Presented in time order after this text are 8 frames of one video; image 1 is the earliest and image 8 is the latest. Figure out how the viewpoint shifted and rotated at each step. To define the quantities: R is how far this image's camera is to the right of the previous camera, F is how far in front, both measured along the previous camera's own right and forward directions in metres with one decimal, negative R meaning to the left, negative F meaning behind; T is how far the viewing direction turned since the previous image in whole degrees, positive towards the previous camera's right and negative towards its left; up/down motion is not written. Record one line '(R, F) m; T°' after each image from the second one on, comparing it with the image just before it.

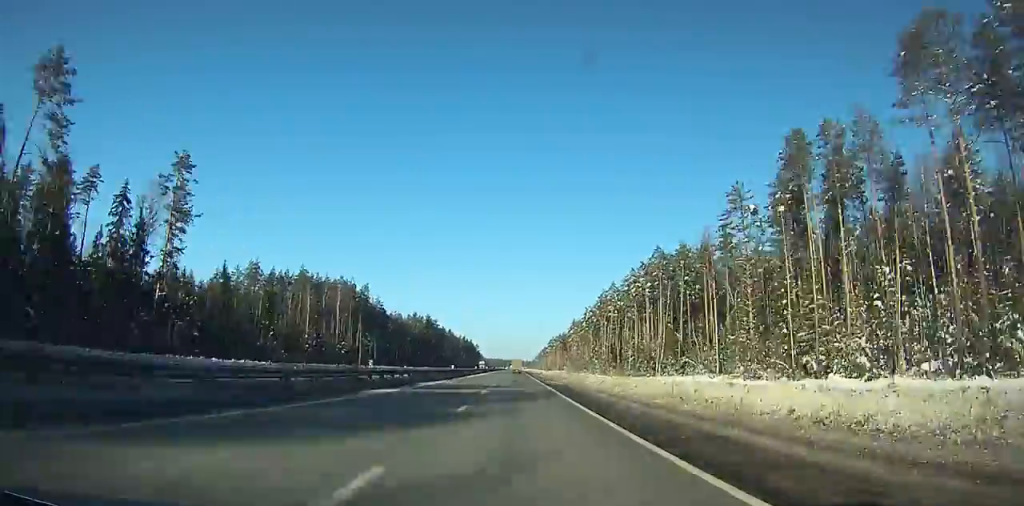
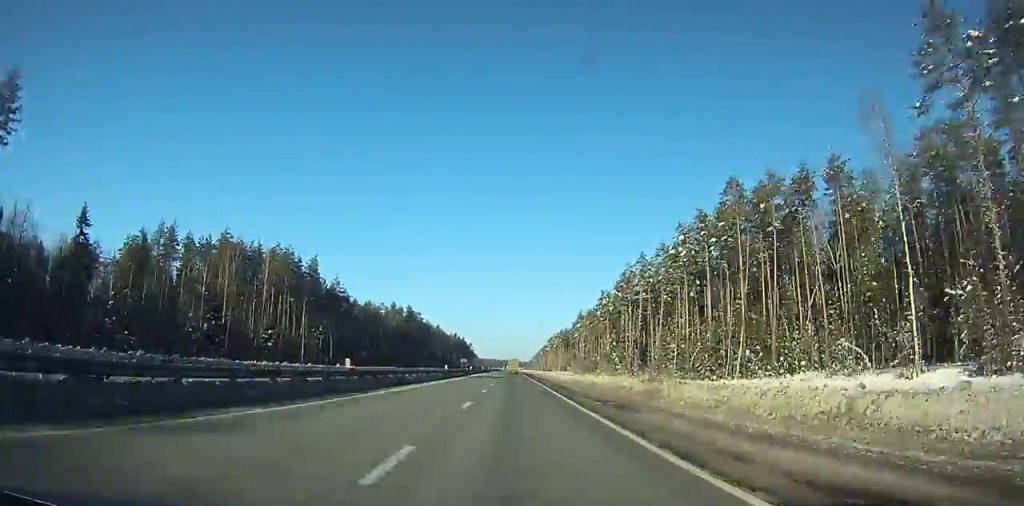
(+0.2, +44.4) m; 0°
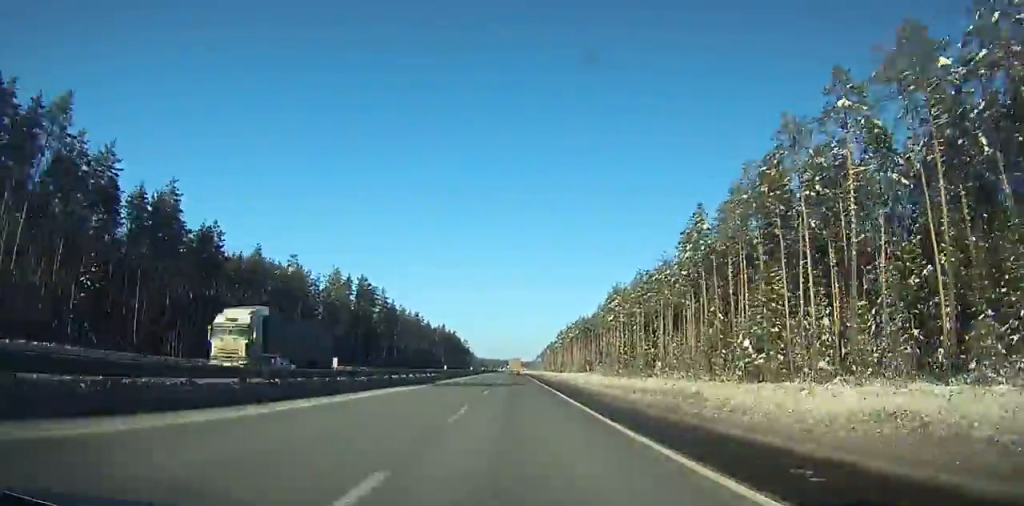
(+0.2, +83.1) m; 0°
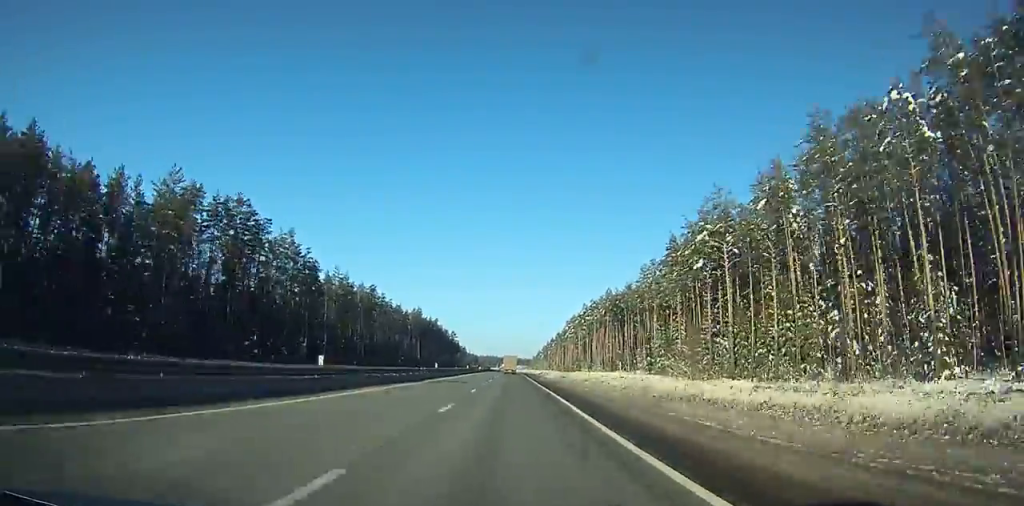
(-0.1, +81.6) m; 0°
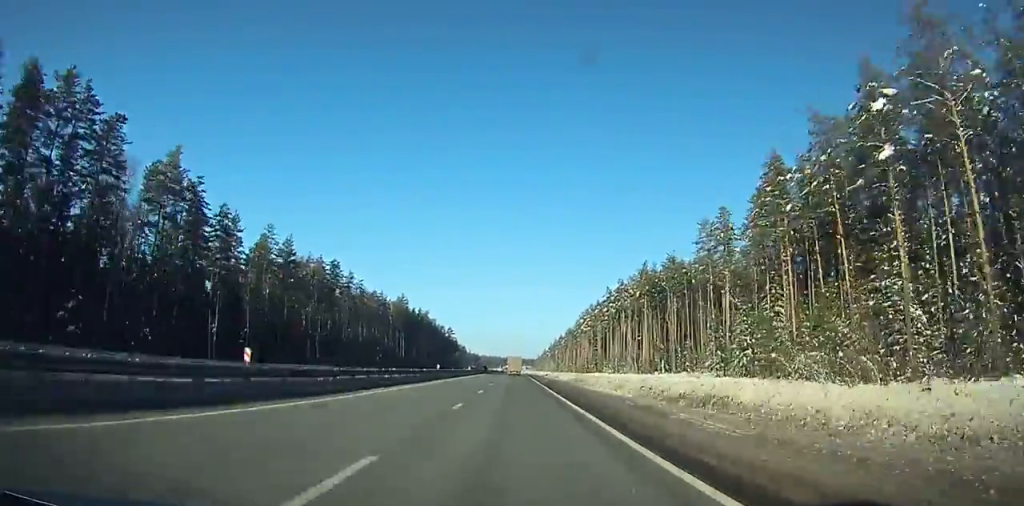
(0.0, +47.6) m; 0°
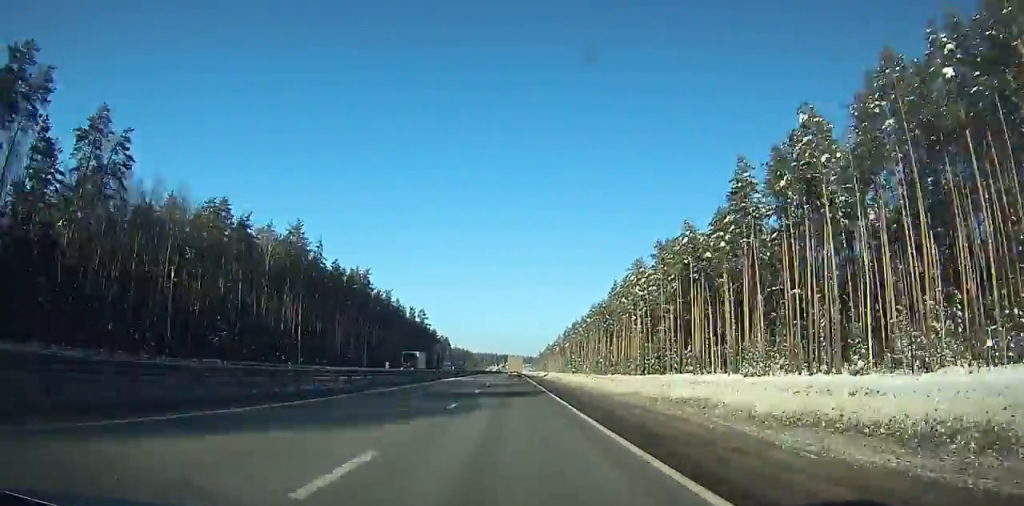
(+0.9, +110.2) m; +1°
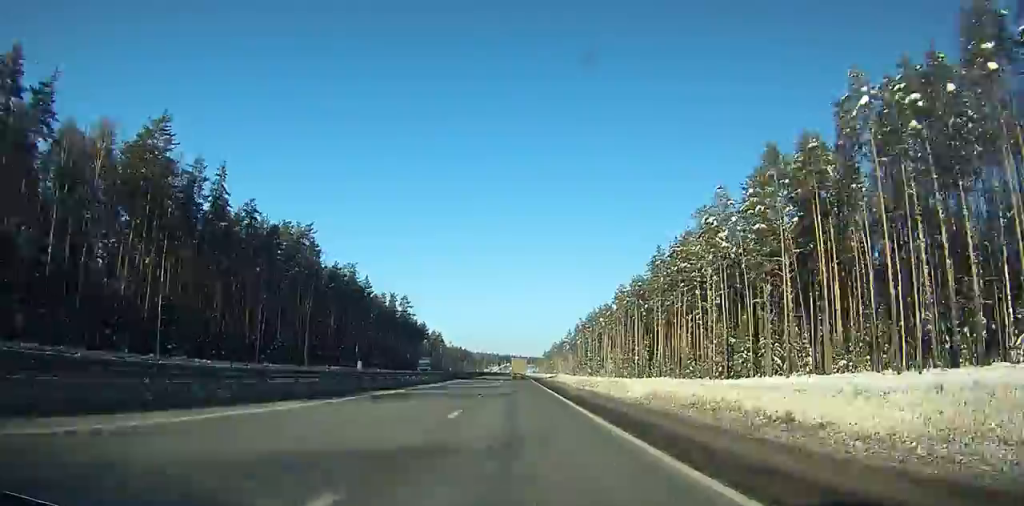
(+0.2, +53.5) m; 0°
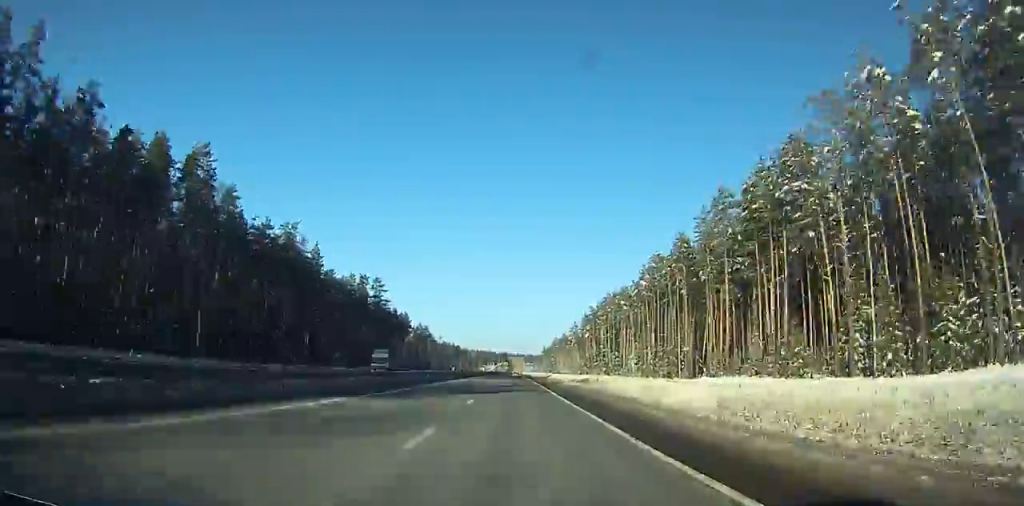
(+0.3, +43.9) m; -1°
